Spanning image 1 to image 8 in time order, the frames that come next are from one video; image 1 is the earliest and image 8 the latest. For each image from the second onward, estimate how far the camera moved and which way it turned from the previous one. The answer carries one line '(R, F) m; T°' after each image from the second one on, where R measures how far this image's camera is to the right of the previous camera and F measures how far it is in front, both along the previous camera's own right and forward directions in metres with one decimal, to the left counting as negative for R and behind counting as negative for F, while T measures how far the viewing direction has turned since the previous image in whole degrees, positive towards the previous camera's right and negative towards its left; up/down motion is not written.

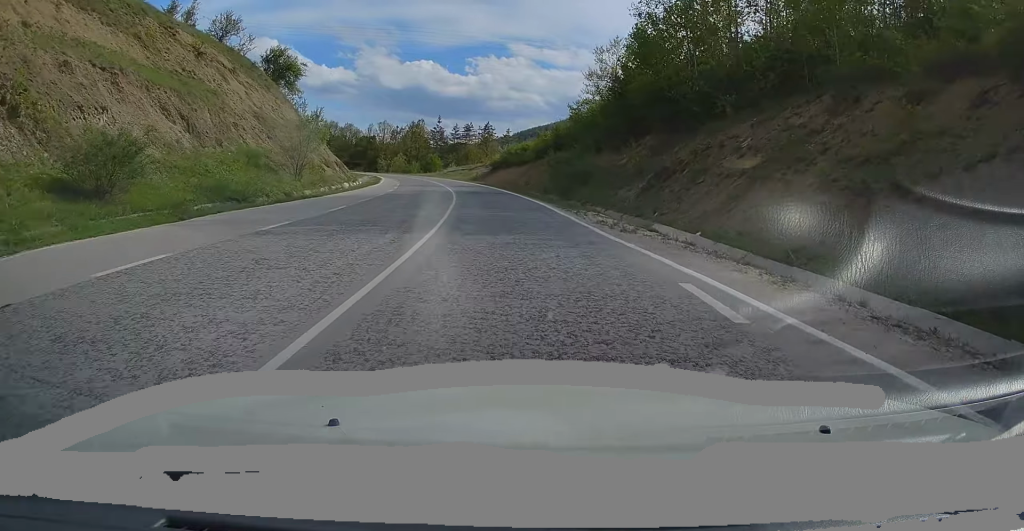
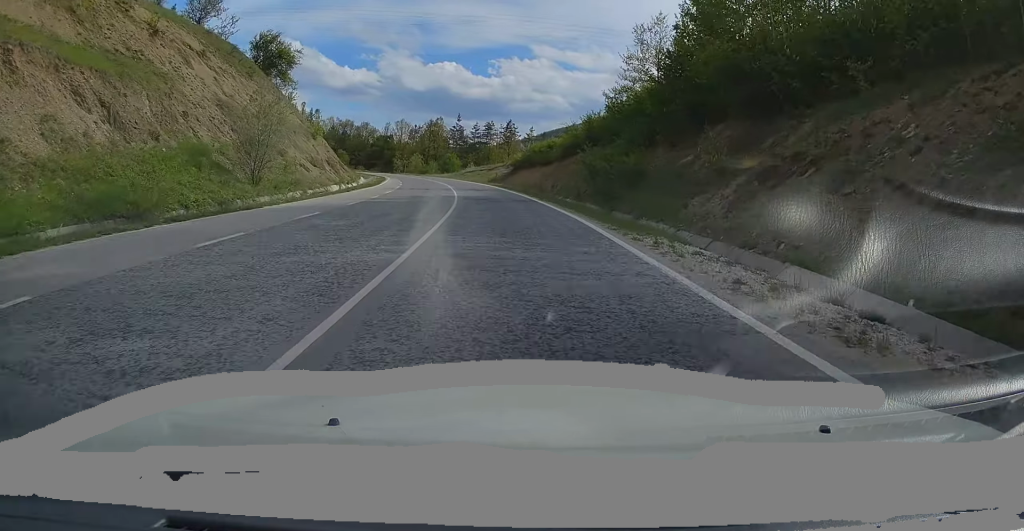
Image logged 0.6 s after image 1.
(-0.1, +9.9) m; -2°
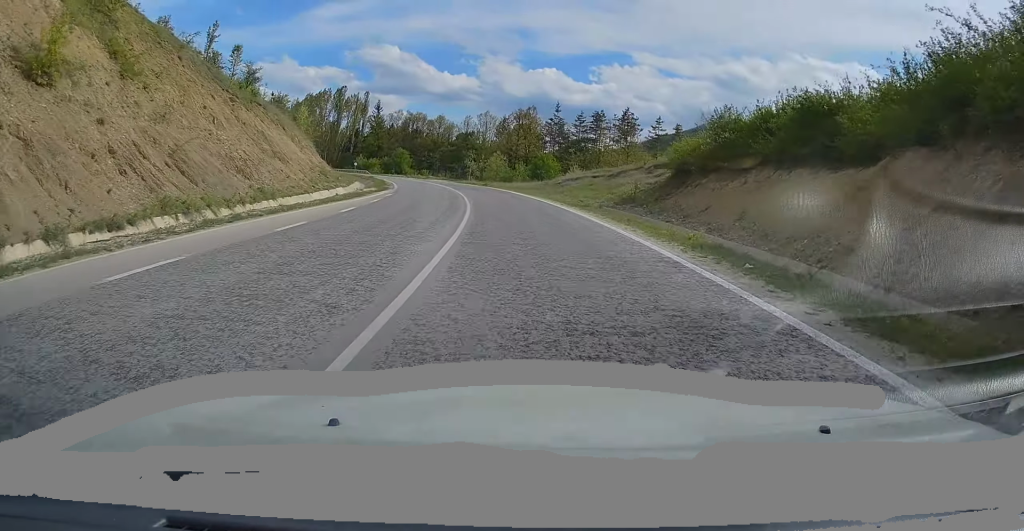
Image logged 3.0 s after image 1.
(-3.5, +44.6) m; -9°
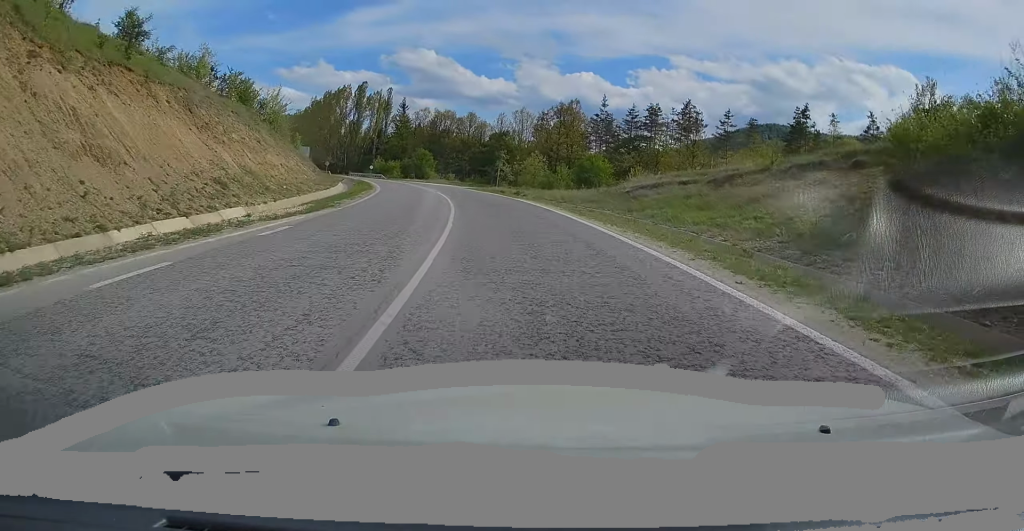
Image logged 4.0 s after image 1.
(-0.7, +19.0) m; -4°
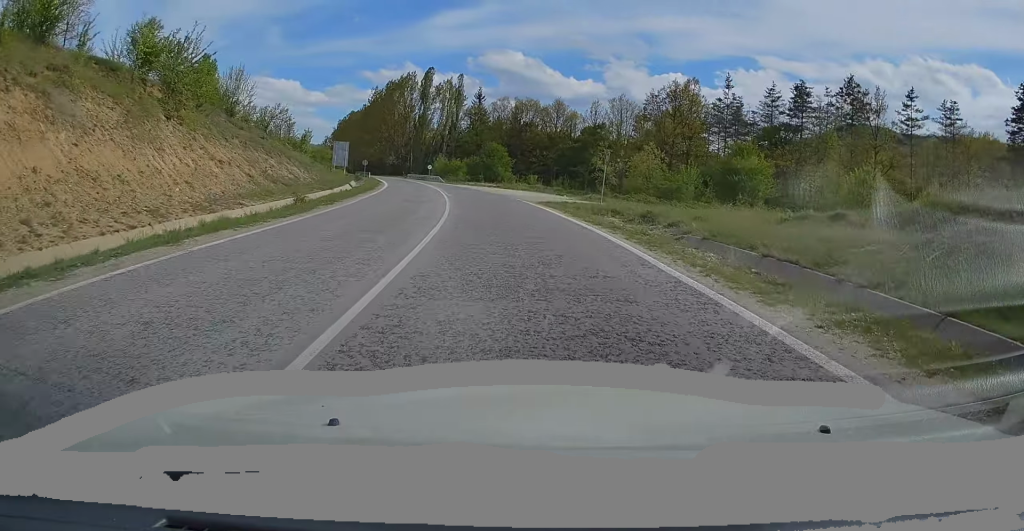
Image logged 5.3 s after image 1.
(-1.7, +27.7) m; -7°
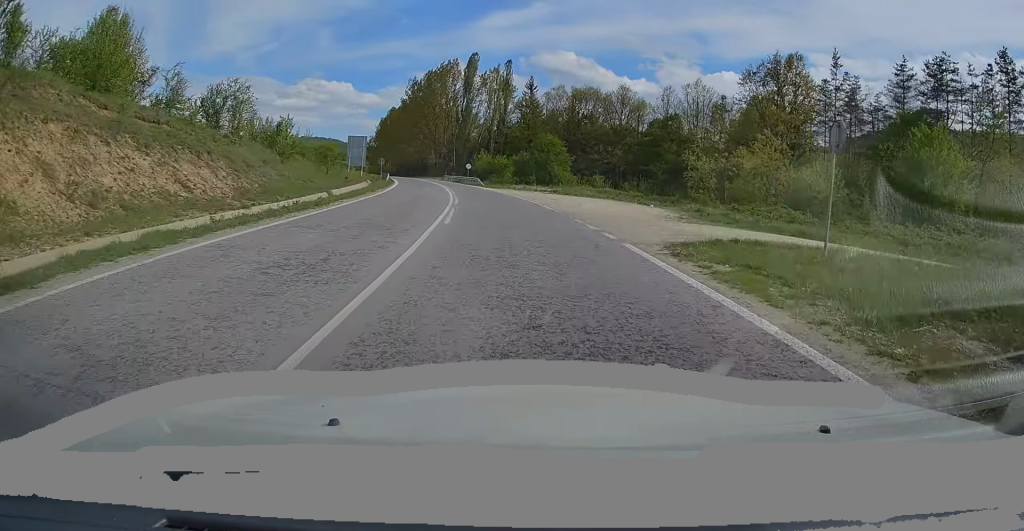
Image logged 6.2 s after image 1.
(-0.7, +18.9) m; -5°
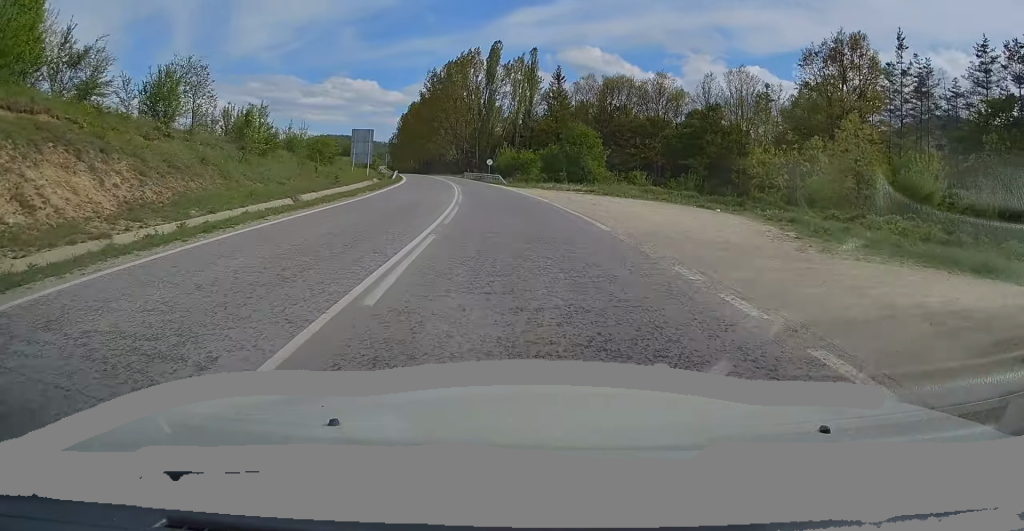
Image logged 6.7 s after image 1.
(-0.3, +9.3) m; -2°
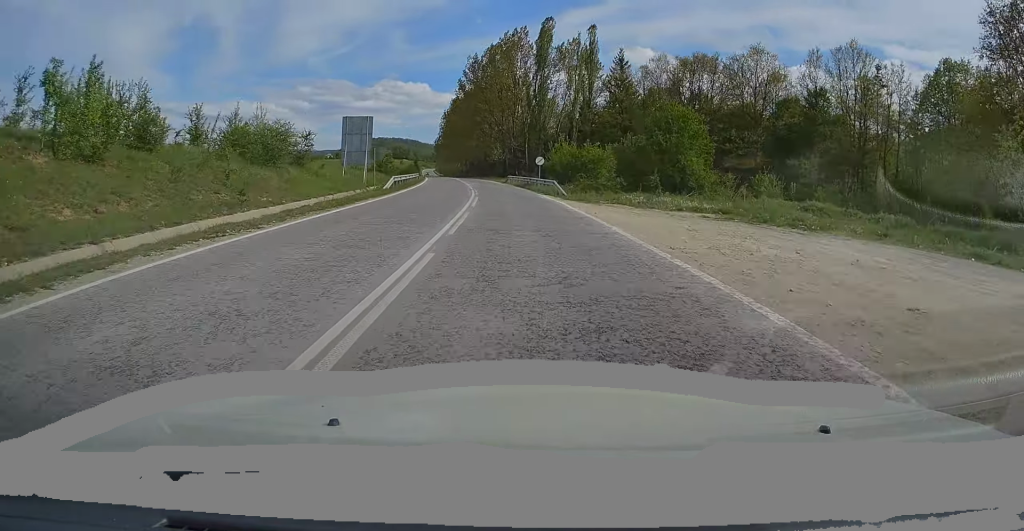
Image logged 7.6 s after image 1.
(-0.9, +20.6) m; -4°
